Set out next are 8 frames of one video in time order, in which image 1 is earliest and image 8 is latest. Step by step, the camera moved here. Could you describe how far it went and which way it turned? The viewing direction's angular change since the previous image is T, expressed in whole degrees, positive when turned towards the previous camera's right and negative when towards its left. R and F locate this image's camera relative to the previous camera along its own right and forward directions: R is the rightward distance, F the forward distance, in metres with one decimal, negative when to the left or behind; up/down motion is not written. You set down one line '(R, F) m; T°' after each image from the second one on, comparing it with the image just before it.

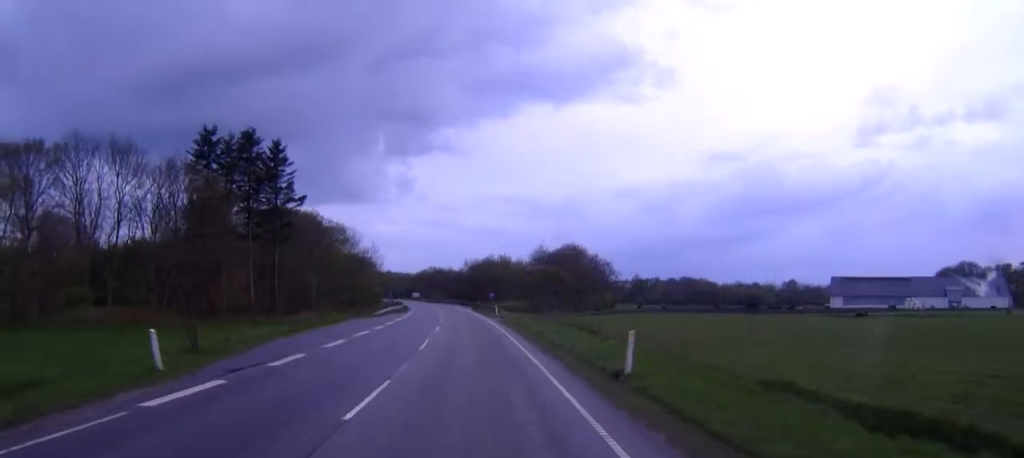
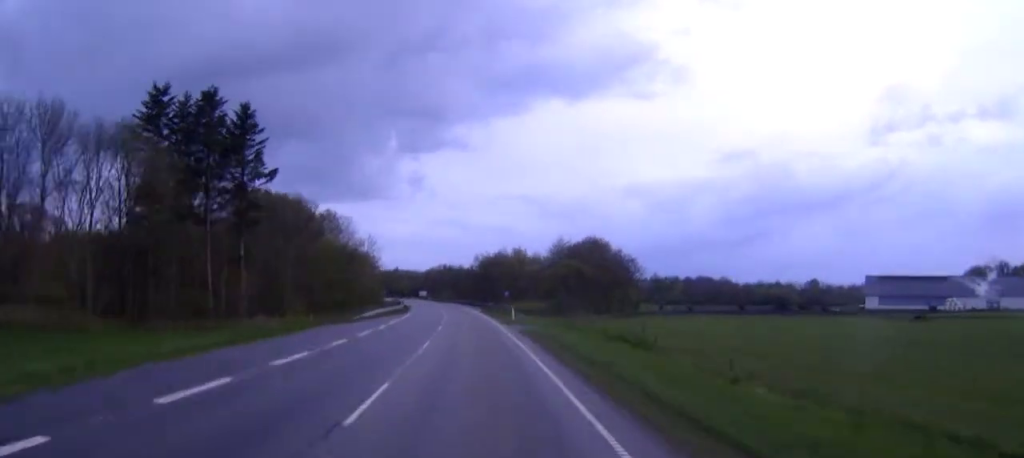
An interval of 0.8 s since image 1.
(-0.2, +15.6) m; -1°
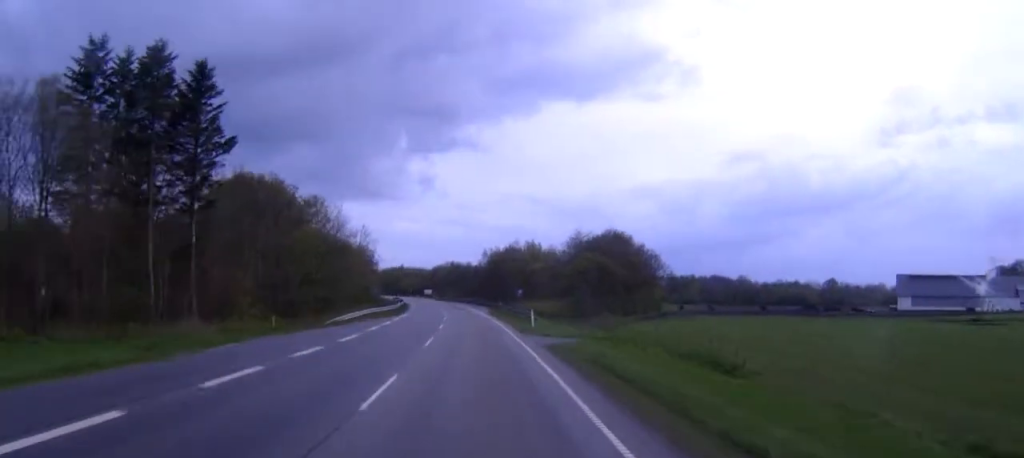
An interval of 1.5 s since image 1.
(+0.1, +13.7) m; 0°
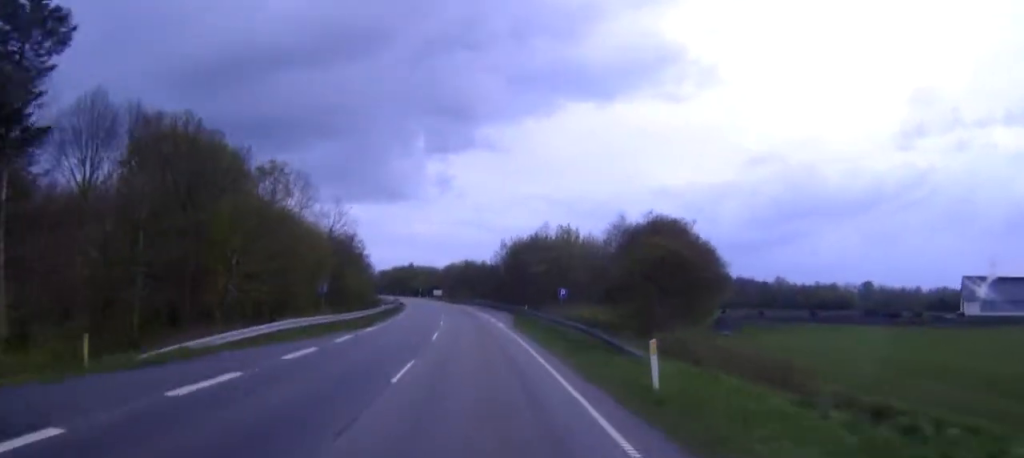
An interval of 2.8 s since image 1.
(-0.5, +26.1) m; -2°
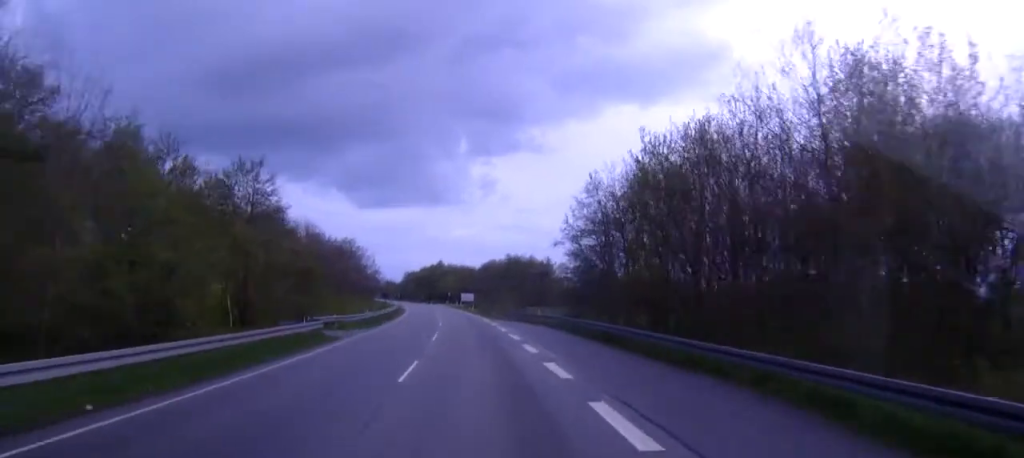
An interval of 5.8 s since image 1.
(-1.1, +59.0) m; -3°
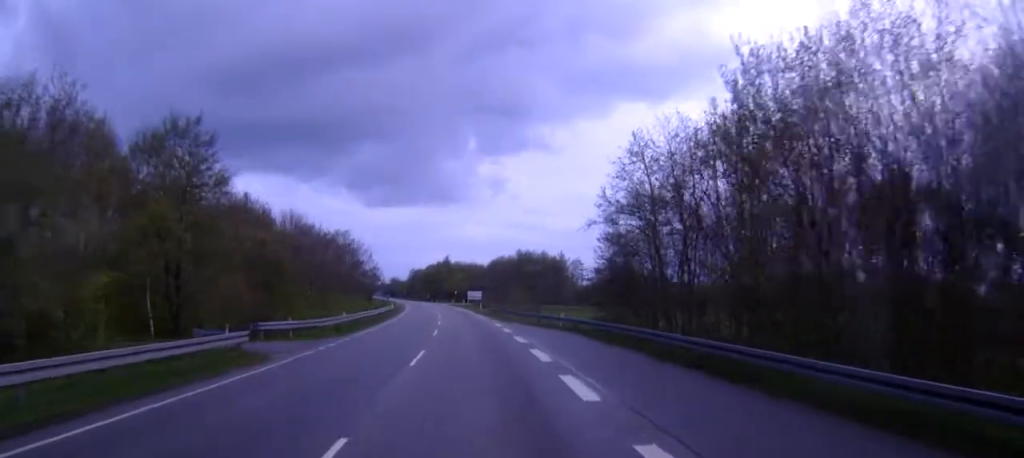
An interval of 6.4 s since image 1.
(-0.1, +11.8) m; -1°
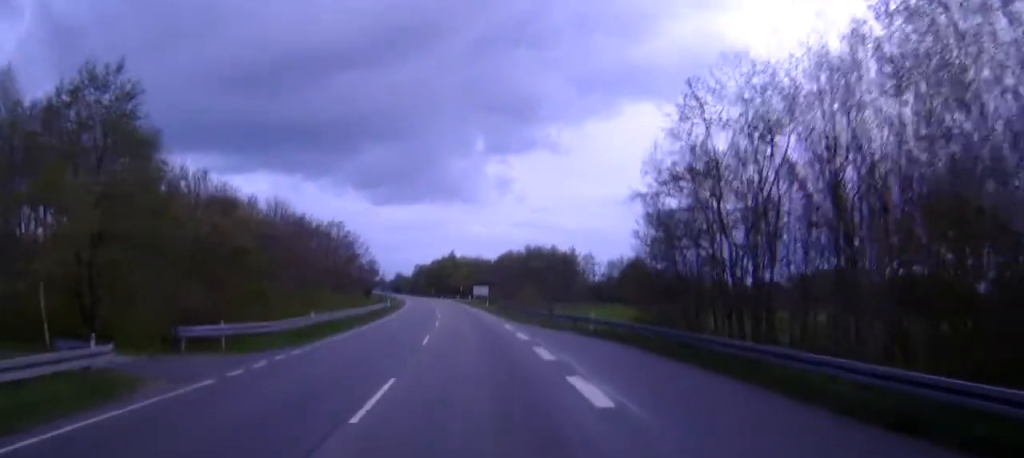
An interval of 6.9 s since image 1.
(-0.1, +9.1) m; -1°
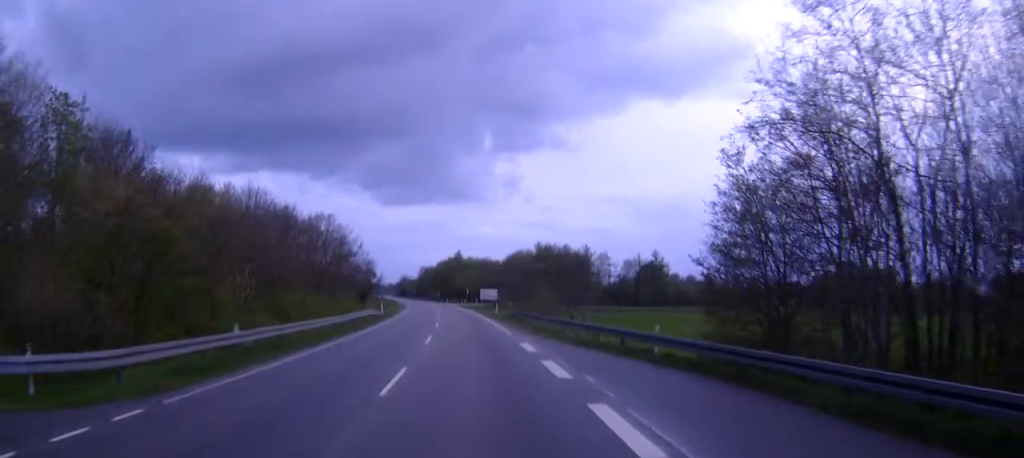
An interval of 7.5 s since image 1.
(0.0, +11.1) m; -1°
